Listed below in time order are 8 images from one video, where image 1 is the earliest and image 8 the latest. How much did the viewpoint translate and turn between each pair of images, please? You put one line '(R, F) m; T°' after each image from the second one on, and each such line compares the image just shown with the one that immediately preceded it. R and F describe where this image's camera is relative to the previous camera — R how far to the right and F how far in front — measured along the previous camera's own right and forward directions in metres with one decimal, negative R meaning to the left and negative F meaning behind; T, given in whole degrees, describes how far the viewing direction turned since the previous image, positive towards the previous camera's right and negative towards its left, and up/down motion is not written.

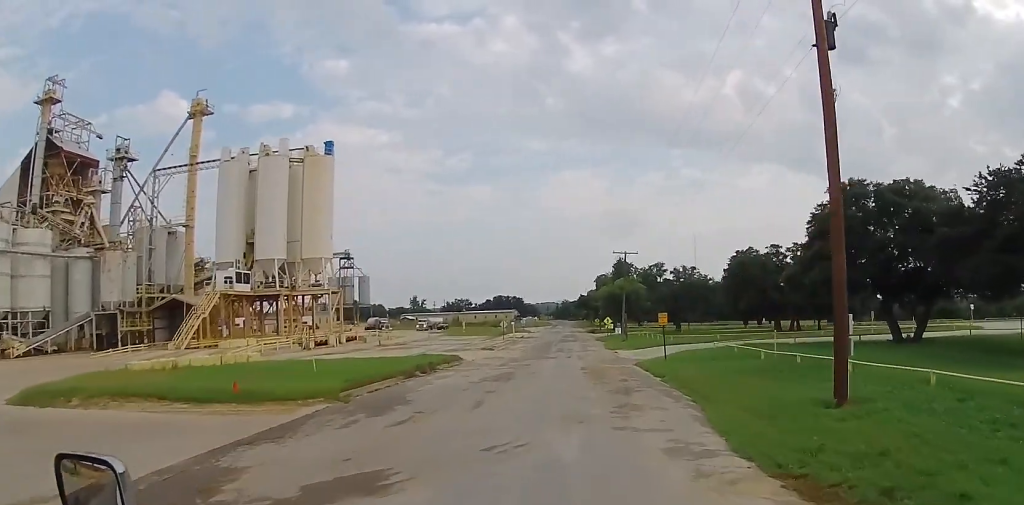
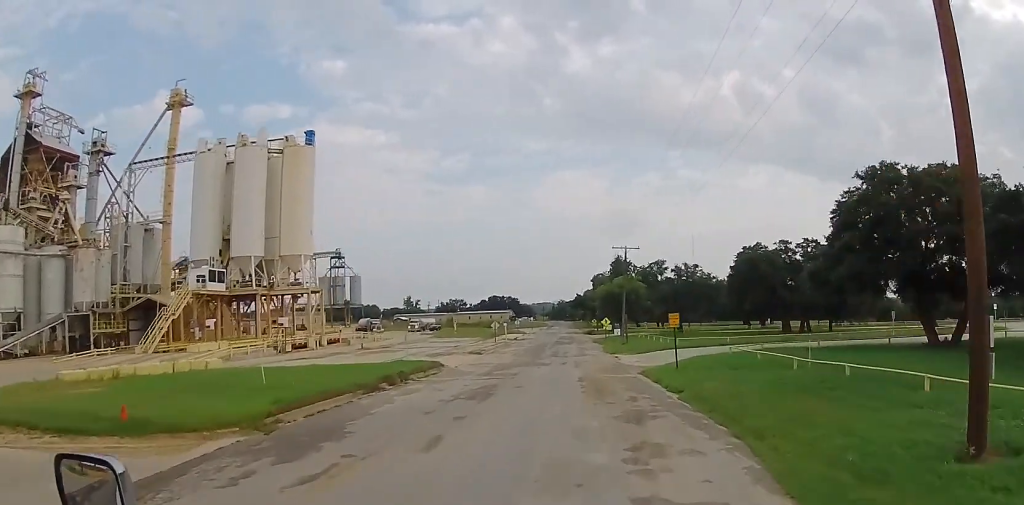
(+0.3, +4.9) m; 0°
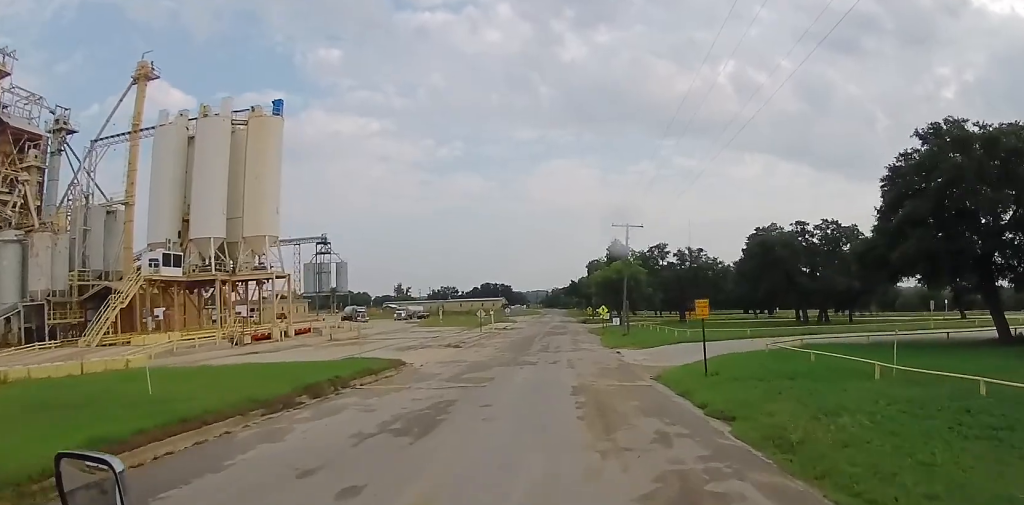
(0.0, +7.5) m; 0°
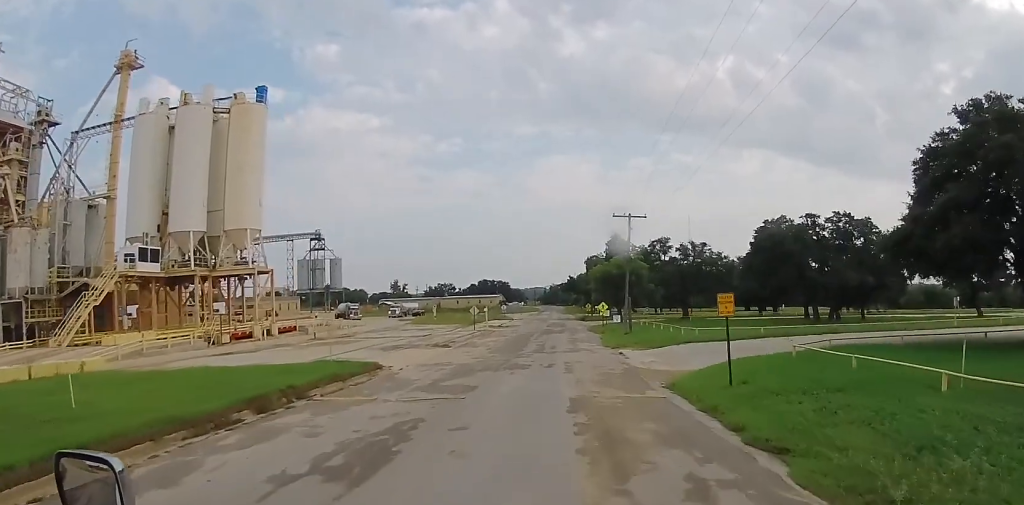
(-0.2, +3.6) m; 0°
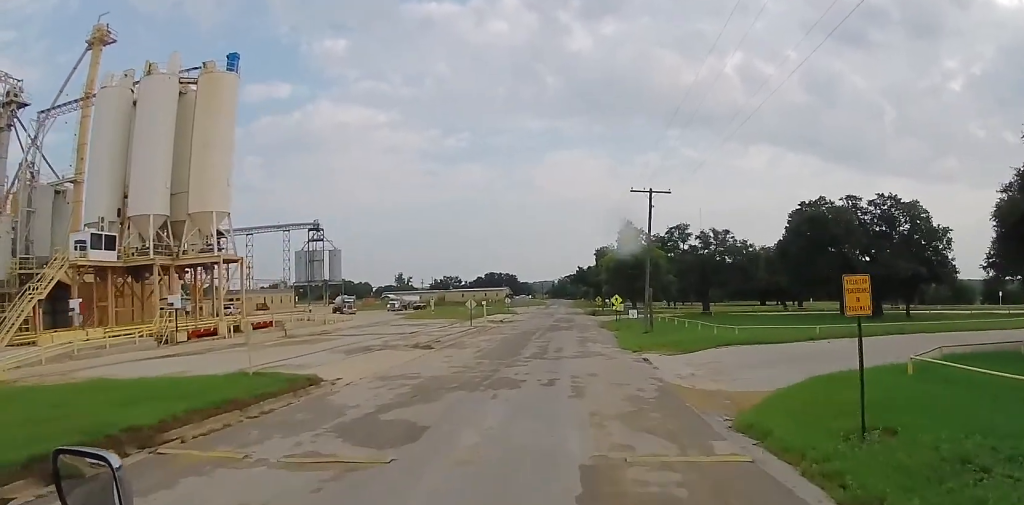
(+0.4, +7.9) m; 0°
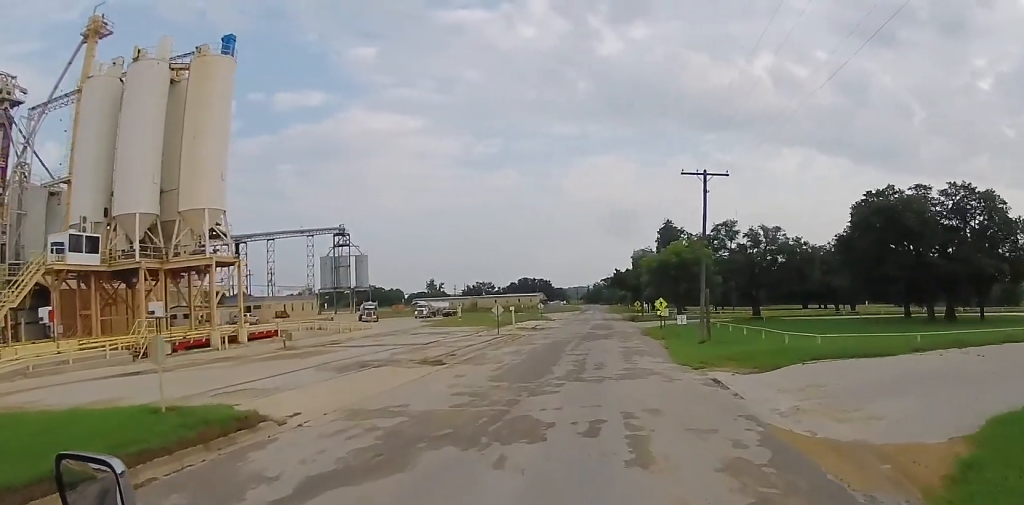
(-0.4, +7.5) m; -5°
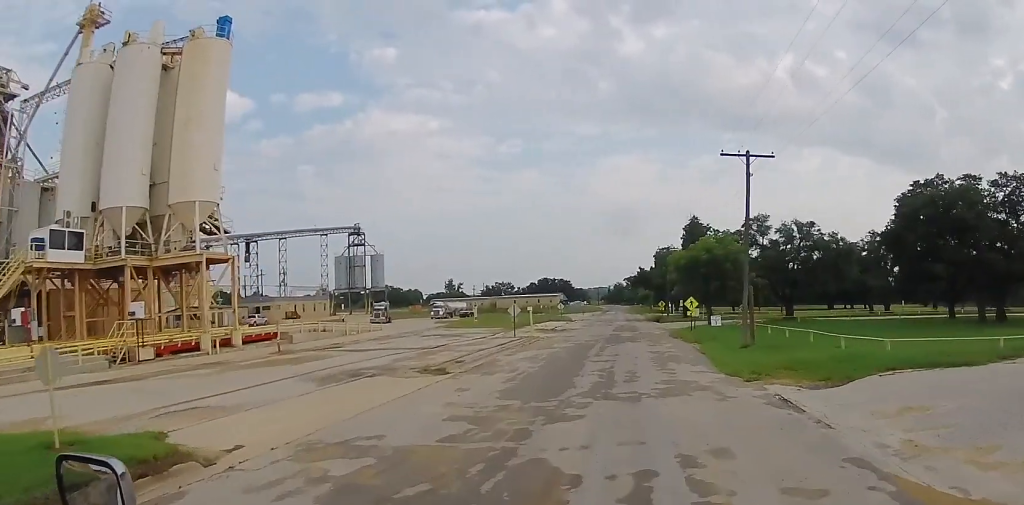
(0.0, +4.6) m; -4°
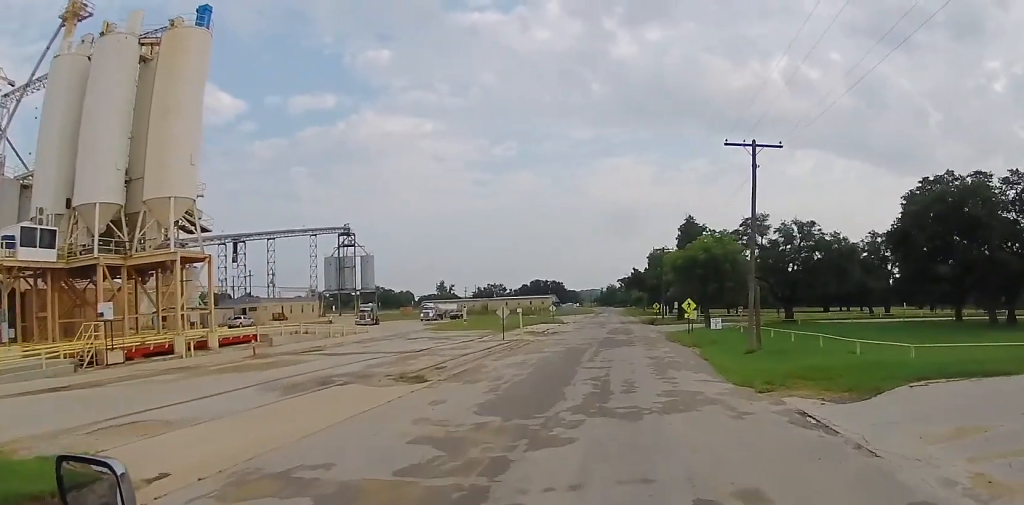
(-0.2, +2.3) m; 0°
